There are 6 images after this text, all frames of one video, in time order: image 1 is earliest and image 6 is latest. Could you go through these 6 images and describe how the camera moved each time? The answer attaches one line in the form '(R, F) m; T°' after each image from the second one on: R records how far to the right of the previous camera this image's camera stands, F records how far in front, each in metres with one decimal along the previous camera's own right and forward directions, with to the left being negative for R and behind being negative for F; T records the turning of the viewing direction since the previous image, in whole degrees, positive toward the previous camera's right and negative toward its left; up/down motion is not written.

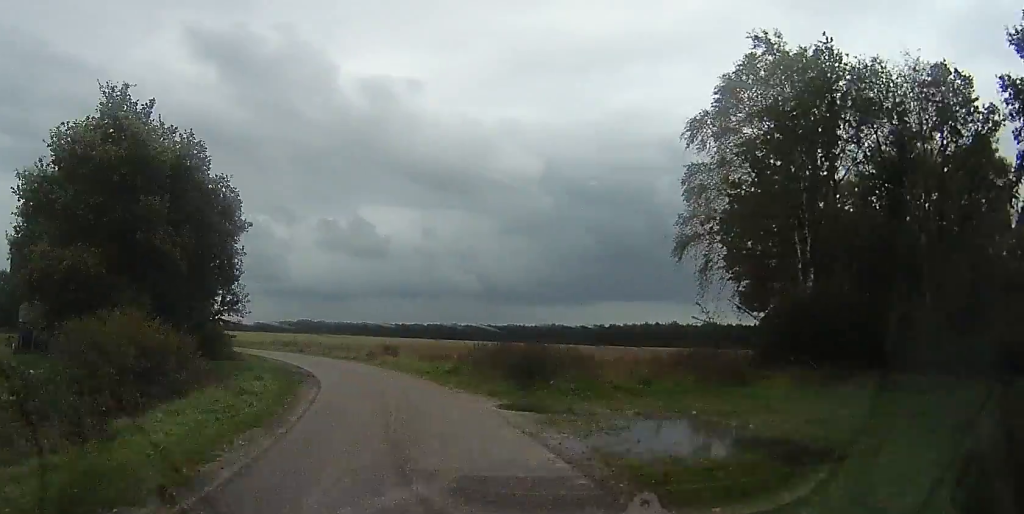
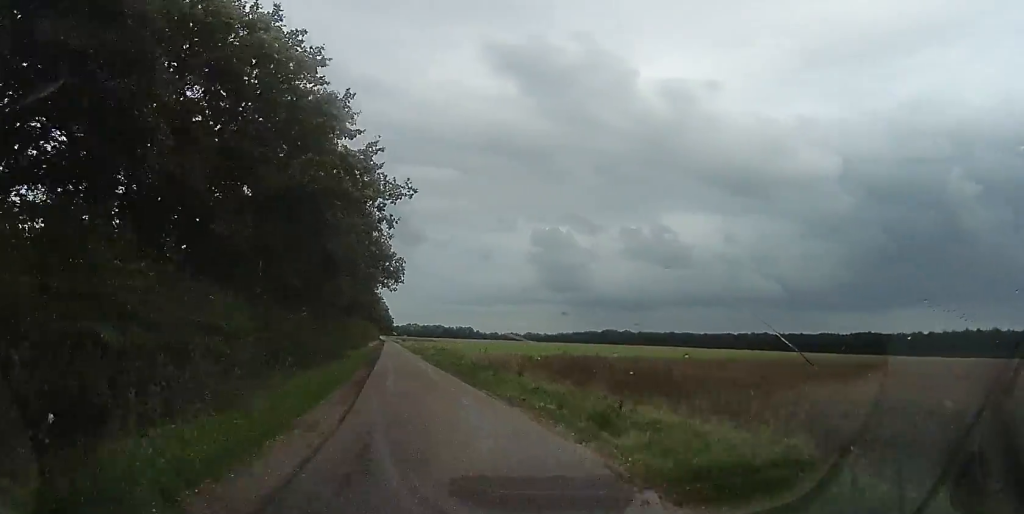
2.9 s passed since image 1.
(-11.2, +32.5) m; -27°
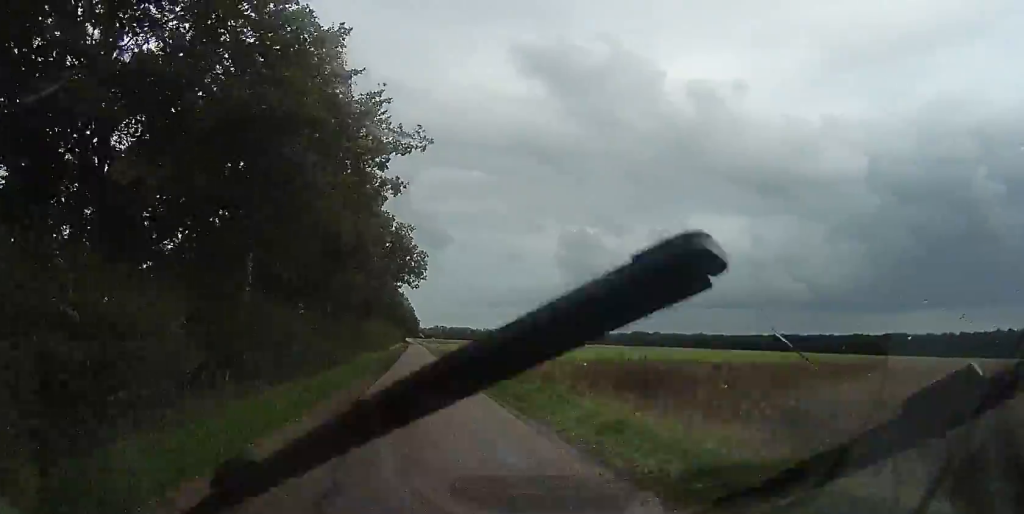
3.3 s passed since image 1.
(+0.1, +6.0) m; -3°
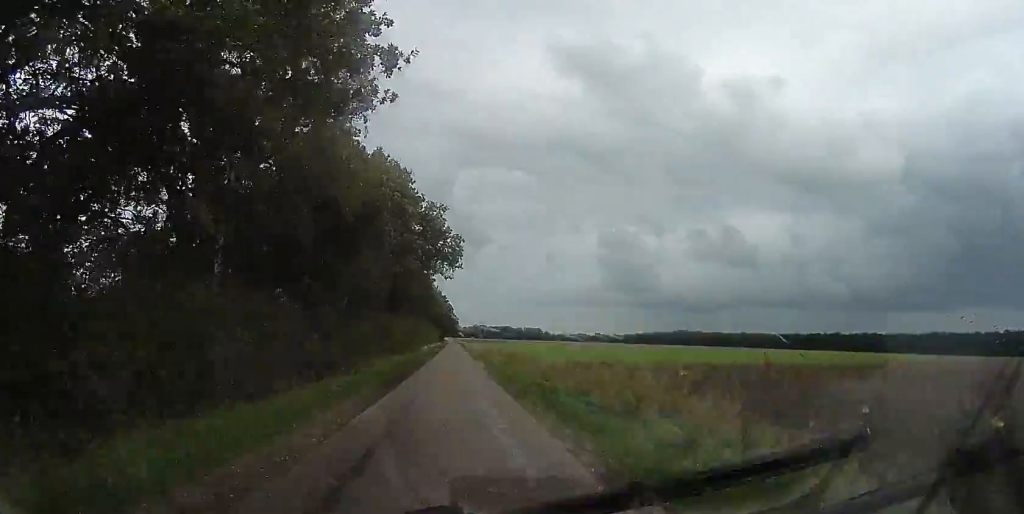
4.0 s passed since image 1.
(-0.3, +8.2) m; -5°
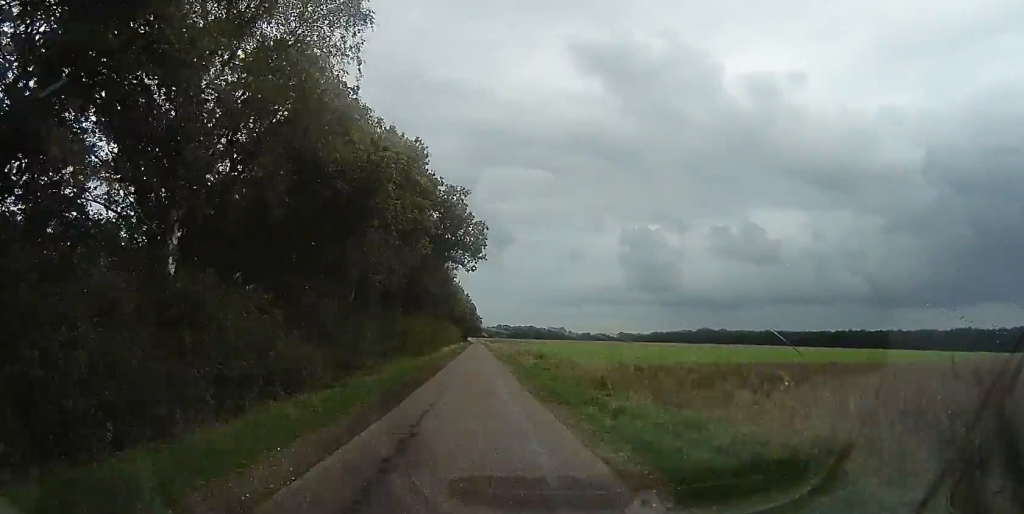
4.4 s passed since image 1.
(-0.3, +5.3) m; -4°
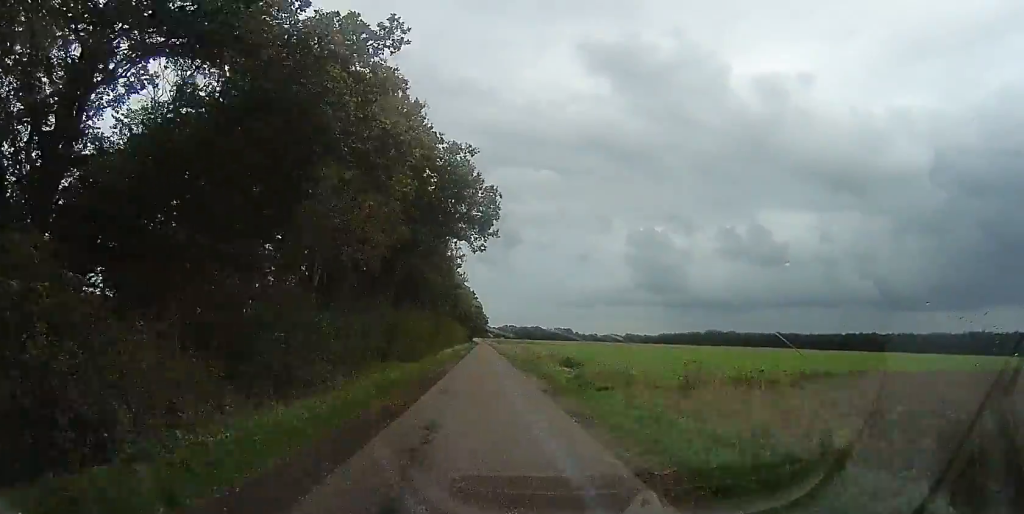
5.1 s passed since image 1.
(-0.5, +9.6) m; -4°
